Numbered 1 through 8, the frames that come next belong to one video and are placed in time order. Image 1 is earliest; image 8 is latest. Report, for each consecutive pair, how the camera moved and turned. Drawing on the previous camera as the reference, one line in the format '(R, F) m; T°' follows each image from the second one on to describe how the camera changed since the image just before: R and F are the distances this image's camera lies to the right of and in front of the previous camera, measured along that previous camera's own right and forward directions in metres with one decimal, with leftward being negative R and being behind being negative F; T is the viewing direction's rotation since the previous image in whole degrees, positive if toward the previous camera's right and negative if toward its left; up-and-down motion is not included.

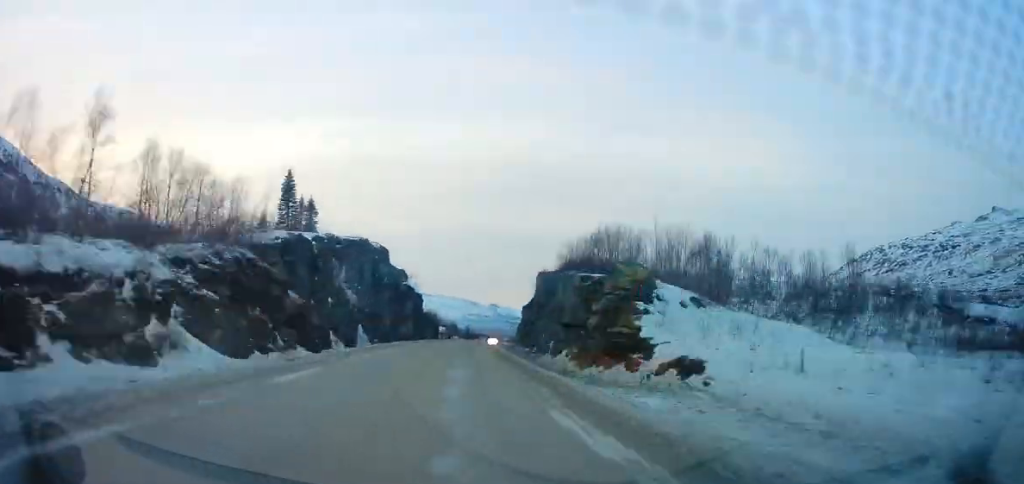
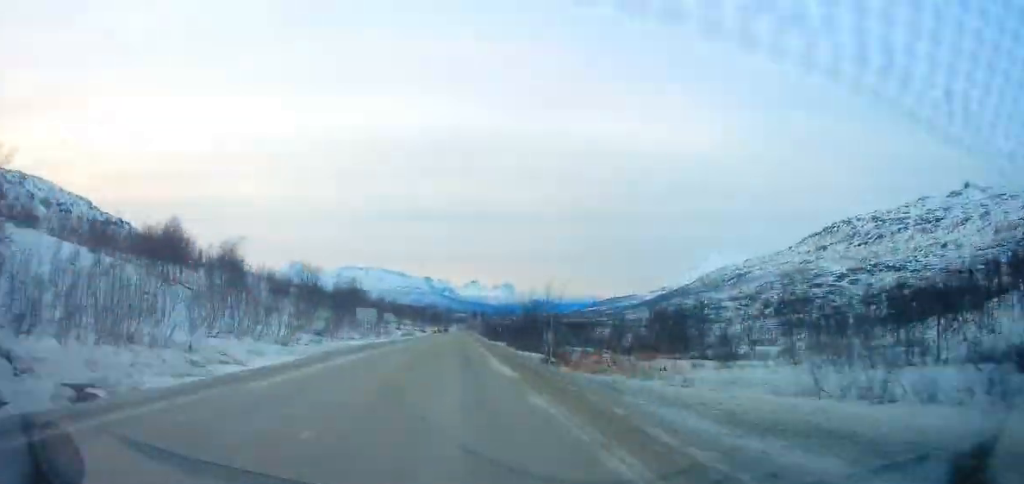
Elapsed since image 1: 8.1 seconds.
(+12.1, +186.9) m; +5°
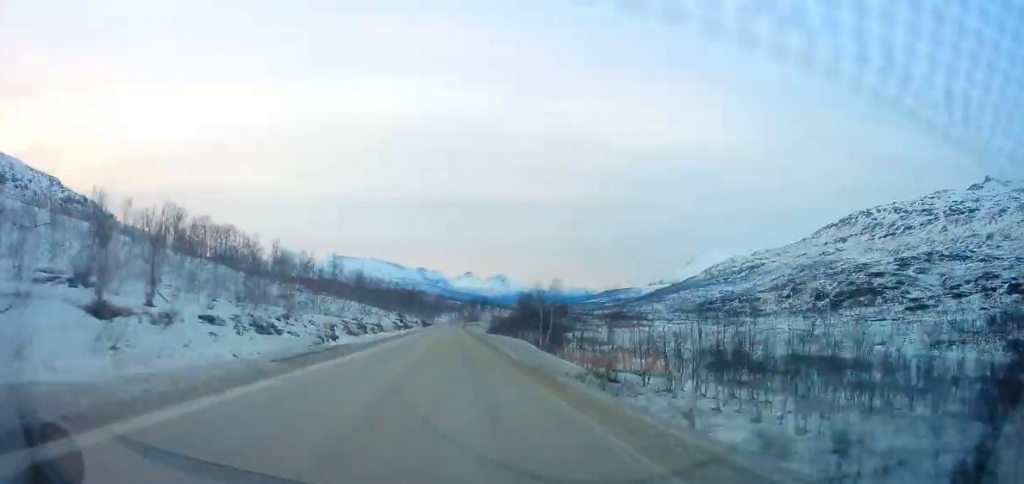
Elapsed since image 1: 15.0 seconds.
(+0.8, +160.1) m; +2°
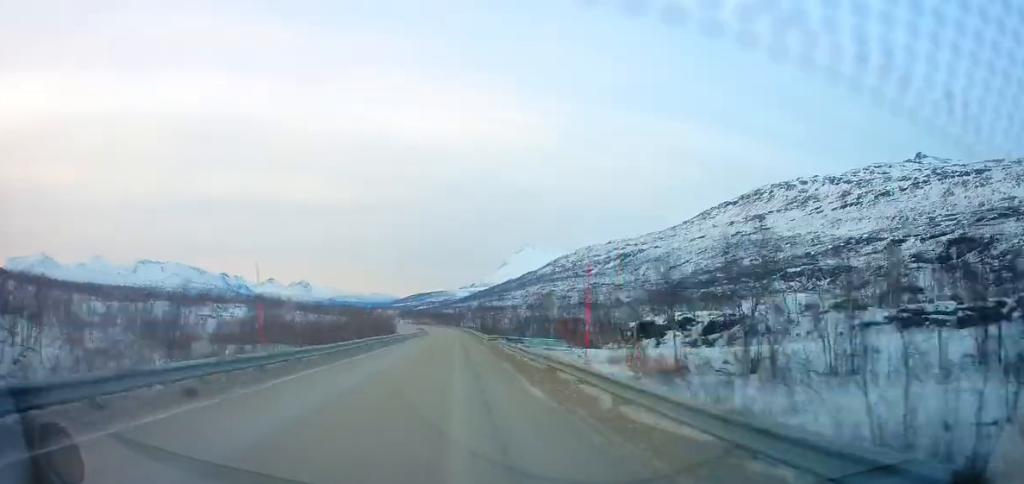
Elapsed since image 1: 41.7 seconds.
(+121.1, +611.9) m; +11°
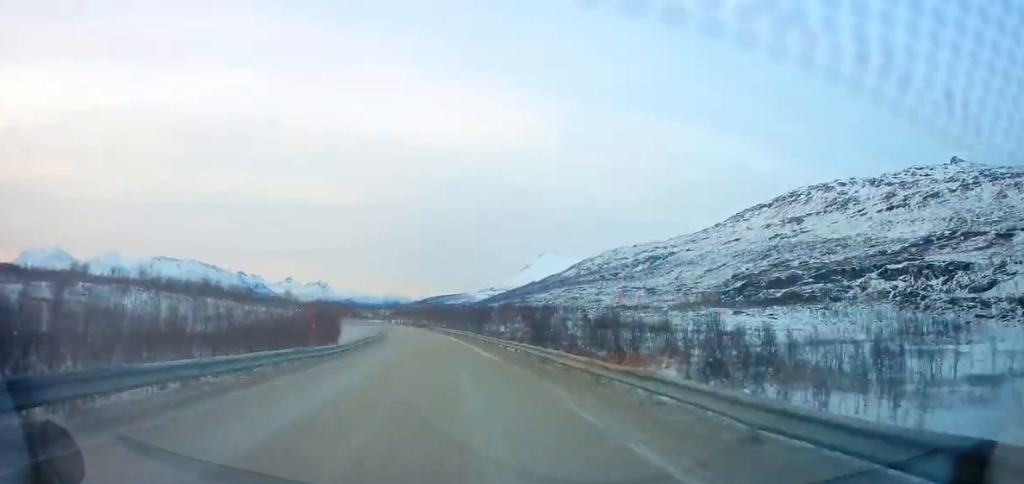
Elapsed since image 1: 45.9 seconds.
(-9.9, +99.6) m; -6°
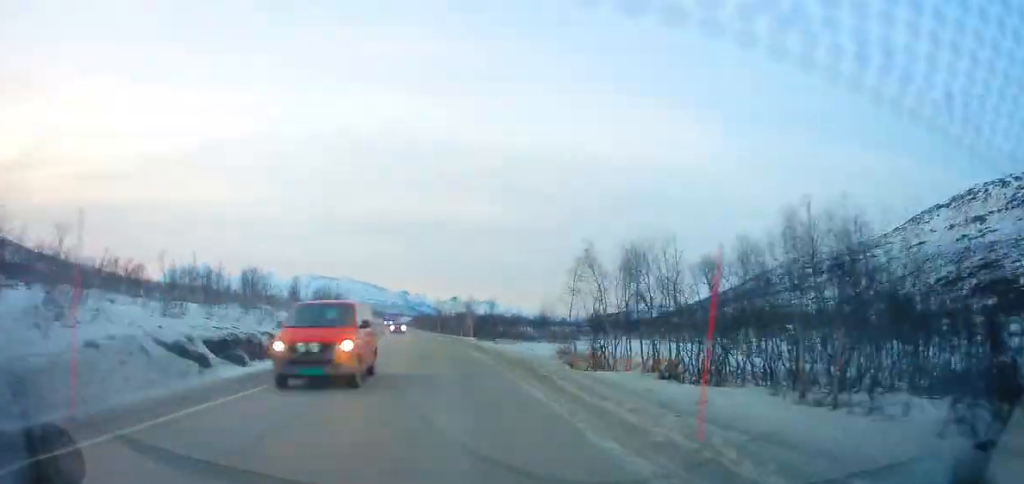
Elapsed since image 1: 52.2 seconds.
(-8.4, +148.9) m; -7°
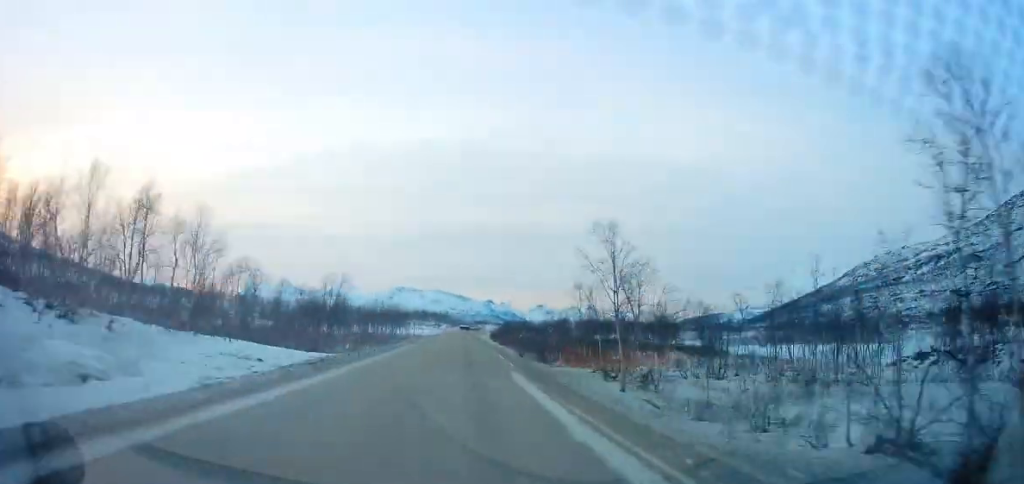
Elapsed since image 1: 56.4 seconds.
(-9.9, +98.5) m; -2°
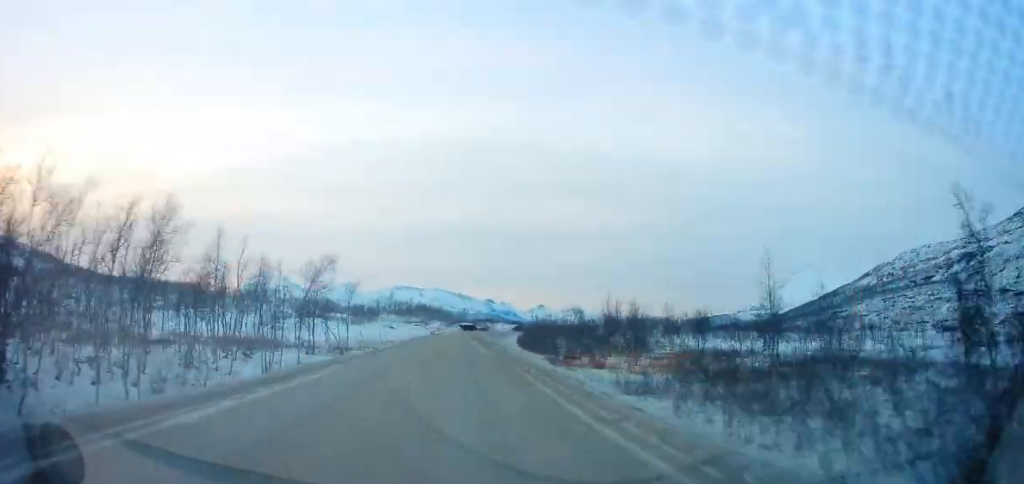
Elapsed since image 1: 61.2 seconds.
(-4.2, +112.0) m; -1°
